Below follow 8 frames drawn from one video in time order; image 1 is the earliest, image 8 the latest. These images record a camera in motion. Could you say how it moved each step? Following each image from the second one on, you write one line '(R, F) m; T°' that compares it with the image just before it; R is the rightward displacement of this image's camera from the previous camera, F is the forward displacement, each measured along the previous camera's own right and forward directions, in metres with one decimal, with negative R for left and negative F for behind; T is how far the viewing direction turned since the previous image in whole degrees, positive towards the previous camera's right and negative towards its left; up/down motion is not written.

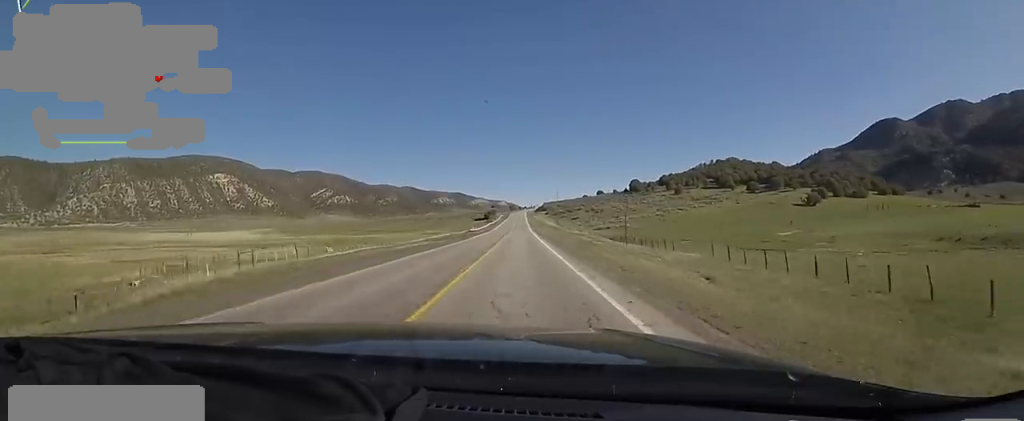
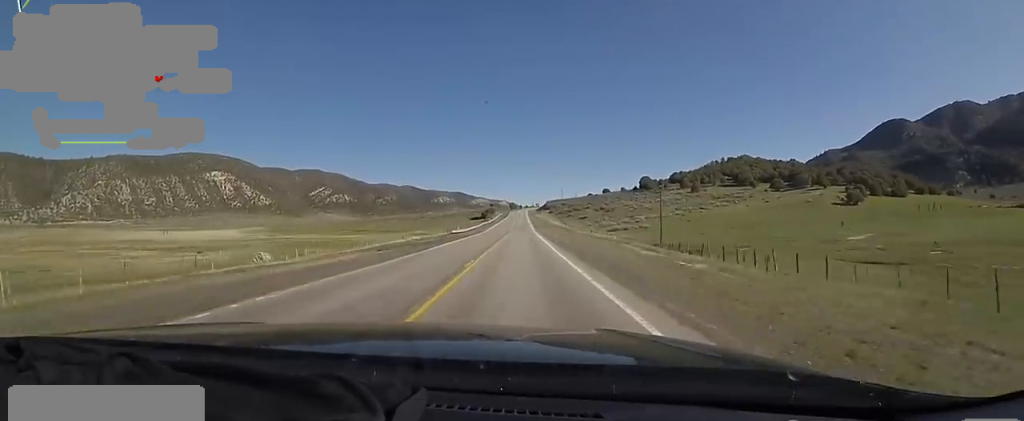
(-0.6, +22.9) m; -2°
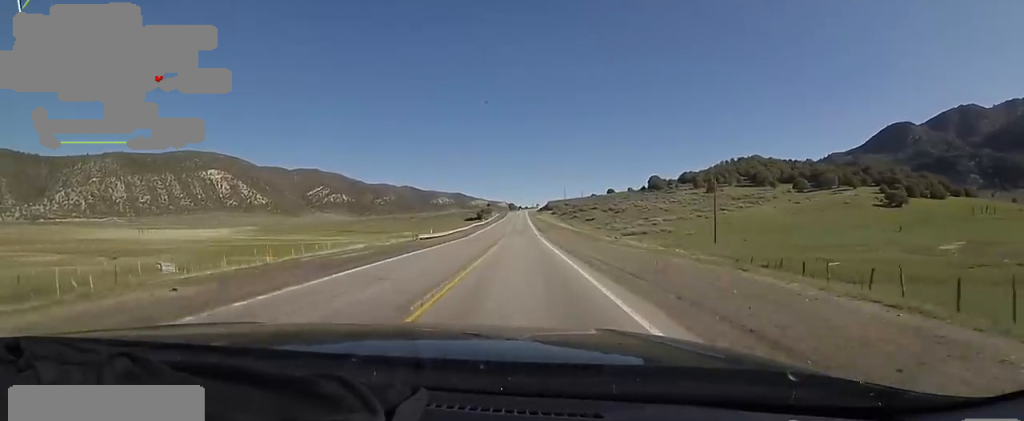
(-0.3, +19.7) m; +1°
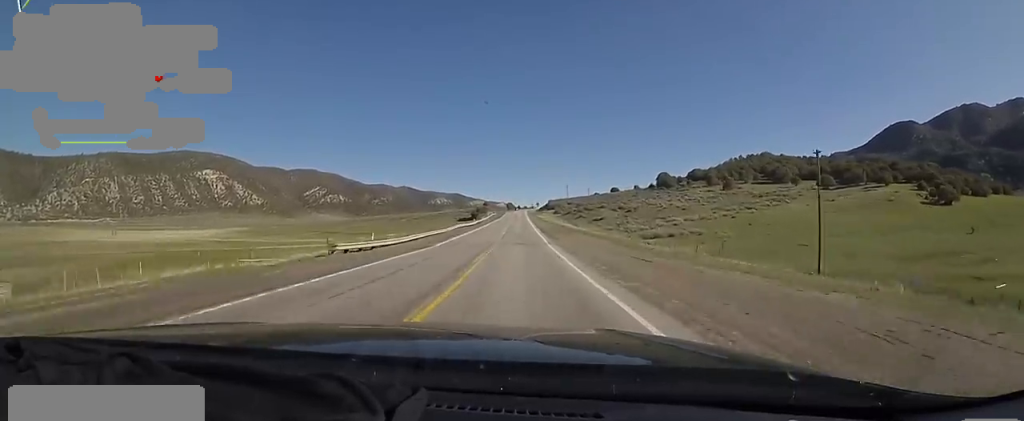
(-0.2, +18.6) m; +1°
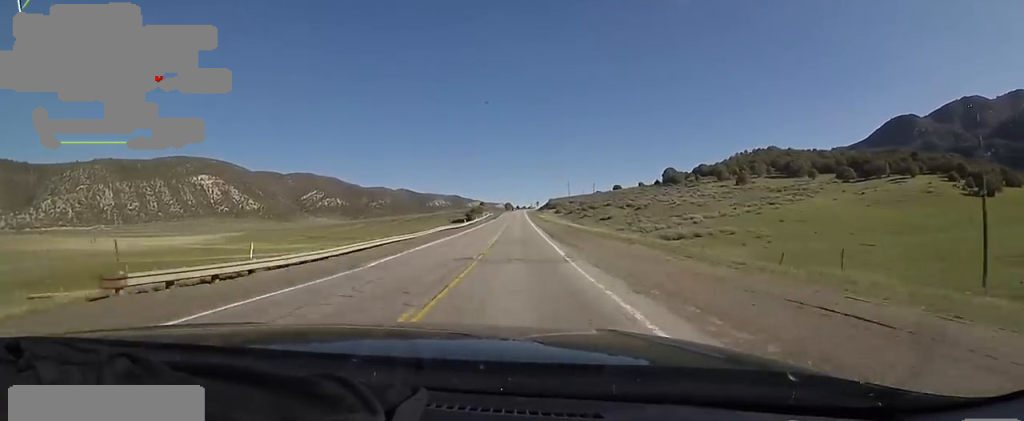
(+0.6, +13.5) m; 0°
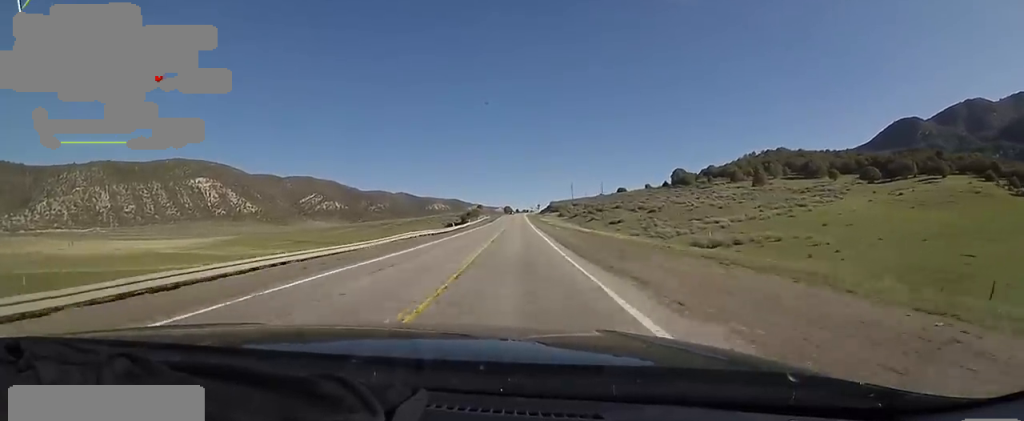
(+0.5, +13.5) m; 0°
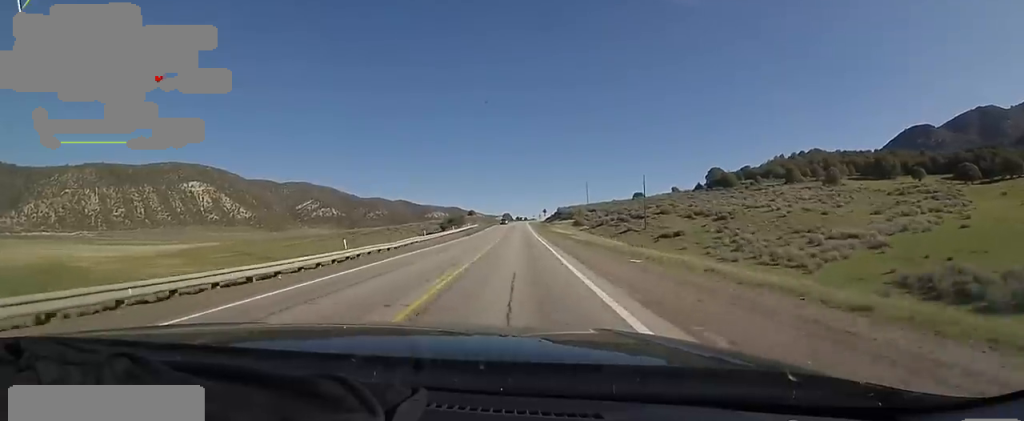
(-1.0, +40.2) m; -1°
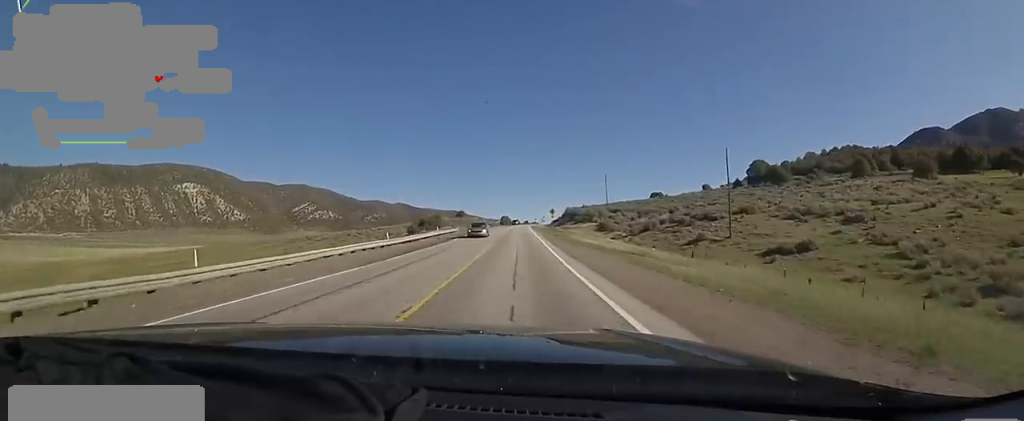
(+0.2, +32.7) m; 0°
